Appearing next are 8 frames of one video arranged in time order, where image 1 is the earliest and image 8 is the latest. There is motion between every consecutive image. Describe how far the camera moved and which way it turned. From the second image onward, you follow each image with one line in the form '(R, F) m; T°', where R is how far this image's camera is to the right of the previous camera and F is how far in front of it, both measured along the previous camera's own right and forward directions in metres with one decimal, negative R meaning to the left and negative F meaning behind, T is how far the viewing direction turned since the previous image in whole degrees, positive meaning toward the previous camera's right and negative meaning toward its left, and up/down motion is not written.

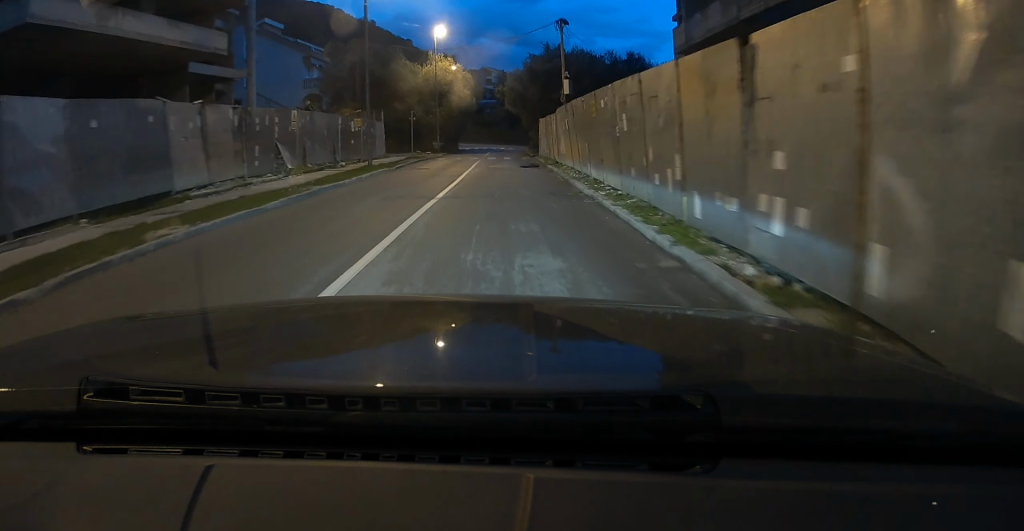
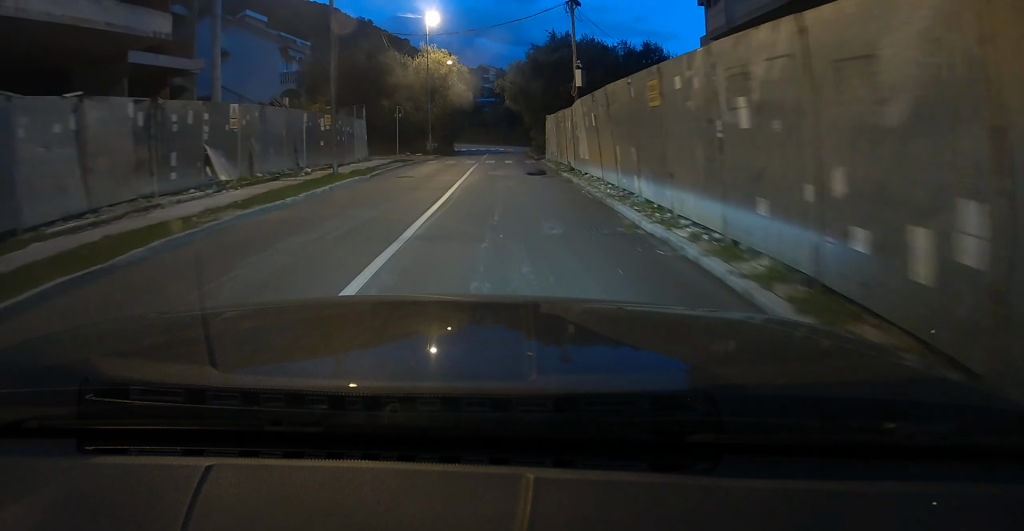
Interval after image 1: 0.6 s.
(-0.1, +5.4) m; -1°
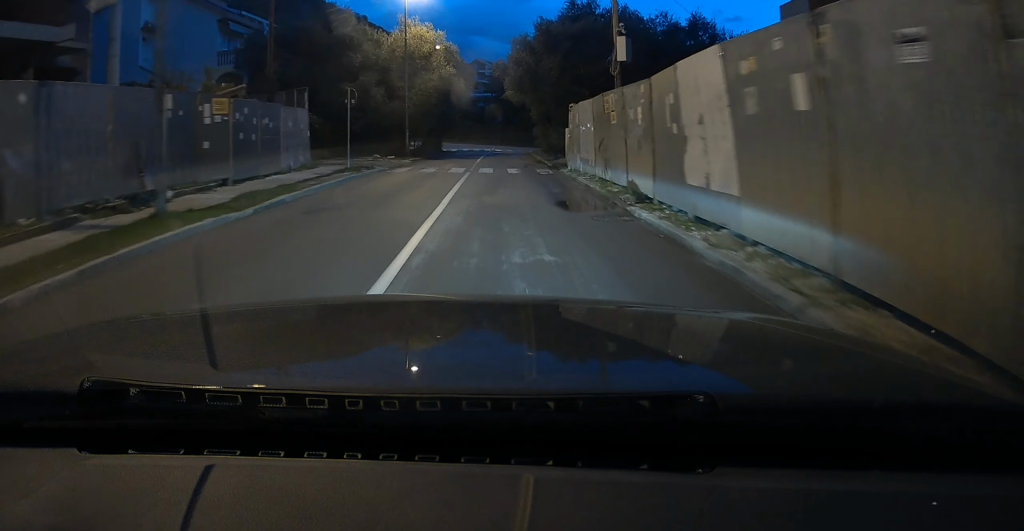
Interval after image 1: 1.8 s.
(-0.4, +10.6) m; -1°
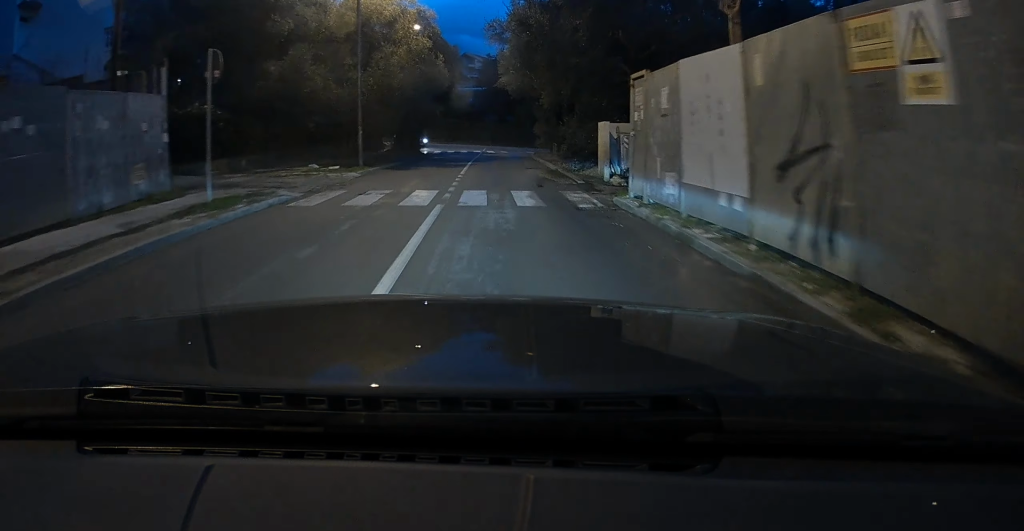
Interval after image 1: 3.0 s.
(+0.4, +10.8) m; +7°
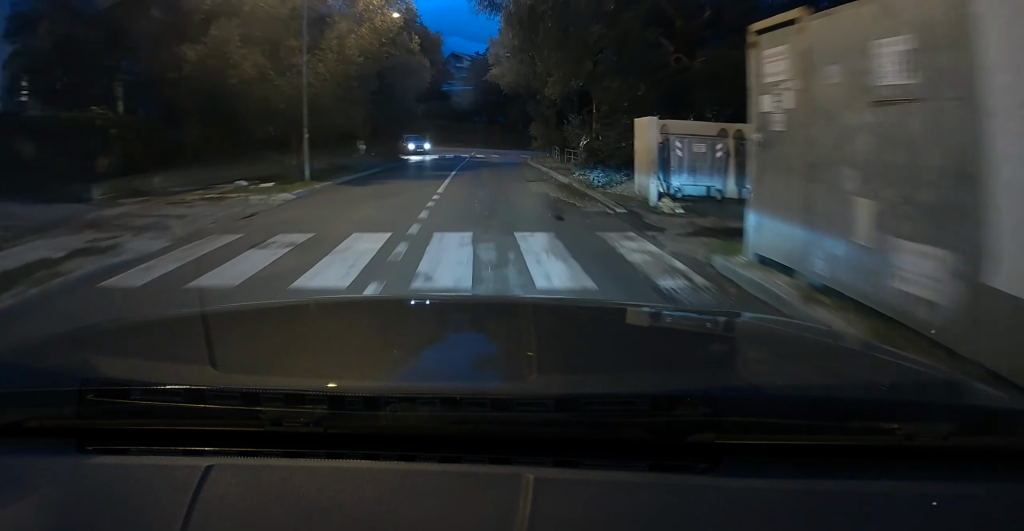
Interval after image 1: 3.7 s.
(+0.3, +6.1) m; +2°
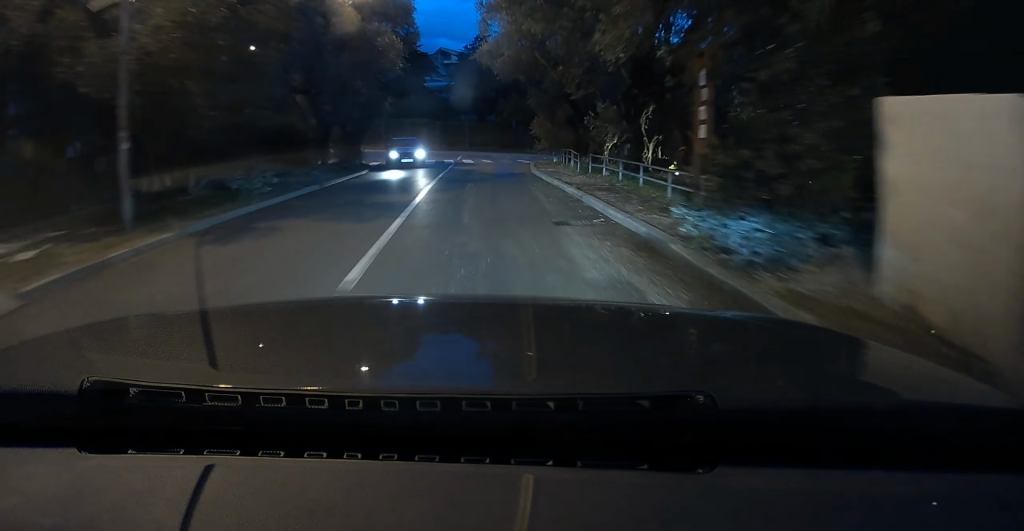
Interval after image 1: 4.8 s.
(+0.1, +9.1) m; -1°
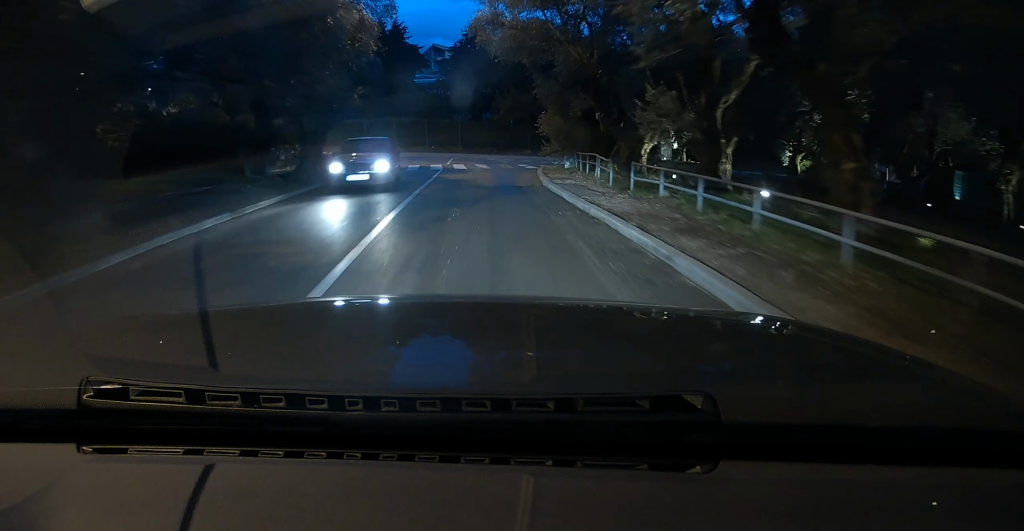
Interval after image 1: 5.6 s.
(-0.1, +6.2) m; 0°
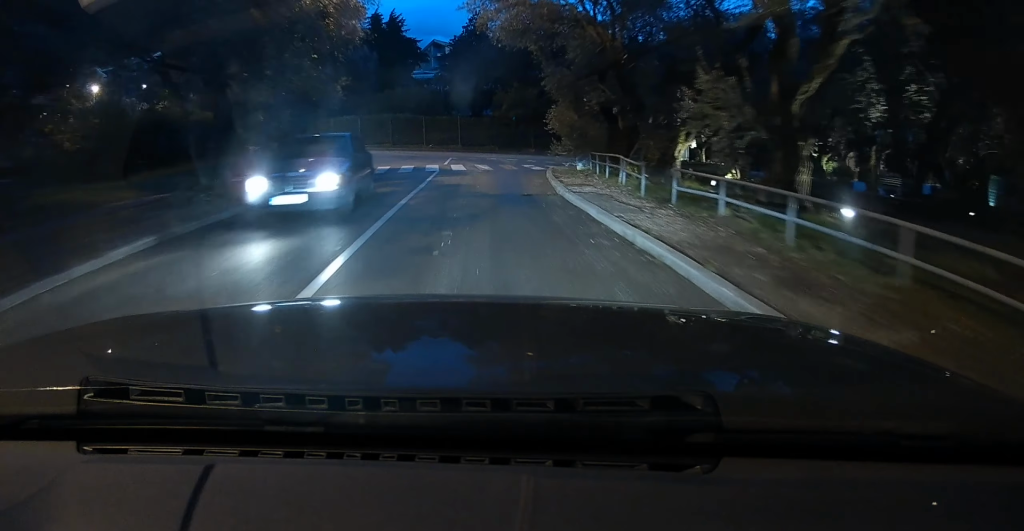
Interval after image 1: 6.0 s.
(-0.1, +3.0) m; +1°
